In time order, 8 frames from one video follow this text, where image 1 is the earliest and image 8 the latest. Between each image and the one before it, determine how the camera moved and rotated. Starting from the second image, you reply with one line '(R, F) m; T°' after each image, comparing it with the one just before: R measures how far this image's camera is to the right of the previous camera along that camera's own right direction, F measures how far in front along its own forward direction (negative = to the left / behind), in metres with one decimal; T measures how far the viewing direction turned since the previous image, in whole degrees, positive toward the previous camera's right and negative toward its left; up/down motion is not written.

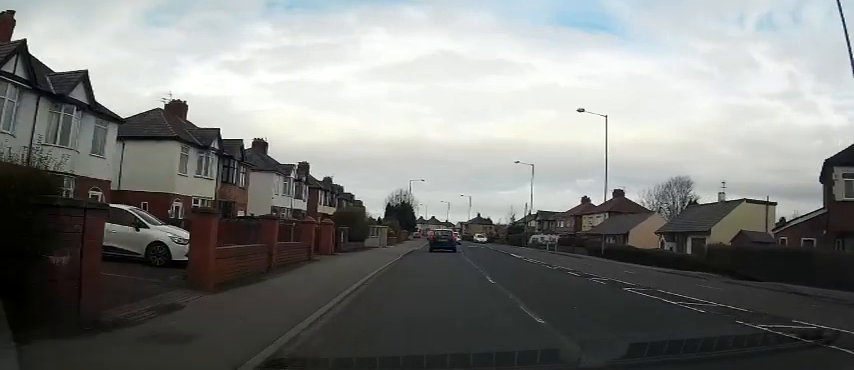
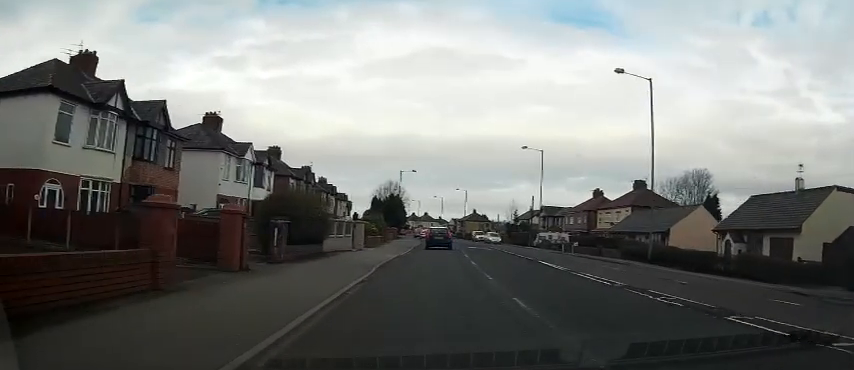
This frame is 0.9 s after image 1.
(+0.2, +10.9) m; 0°
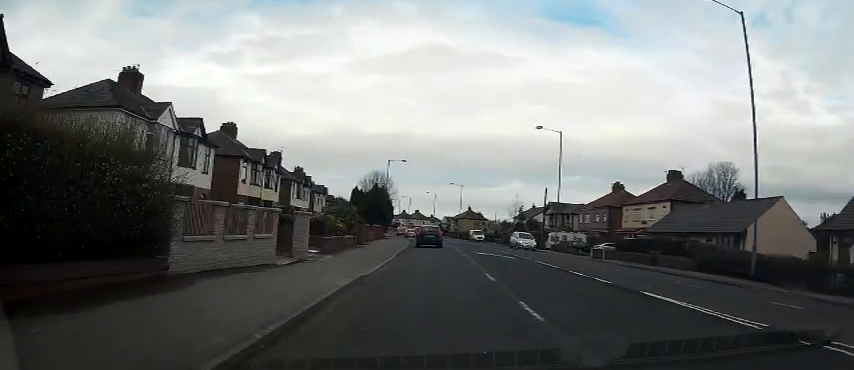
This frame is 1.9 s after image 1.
(-0.2, +12.4) m; 0°
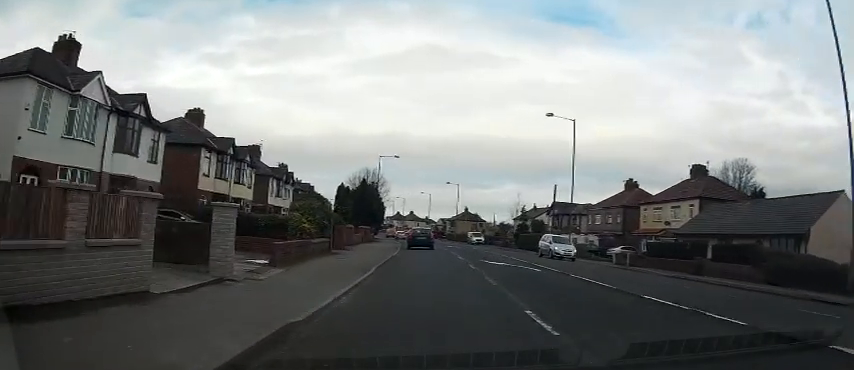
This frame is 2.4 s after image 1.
(+0.2, +6.7) m; +1°
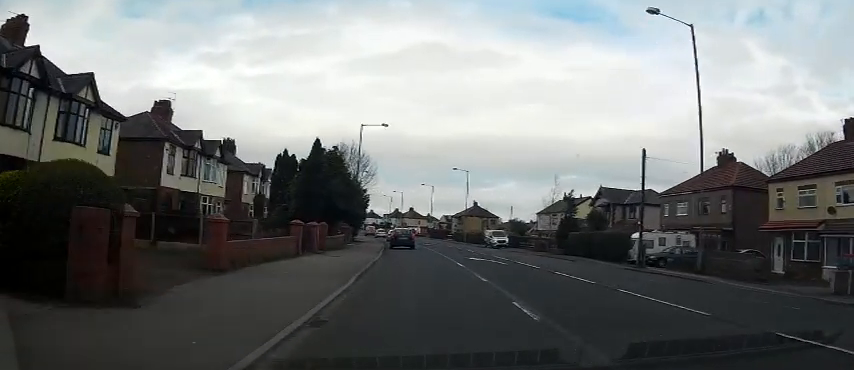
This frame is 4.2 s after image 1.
(+0.1, +22.7) m; -1°
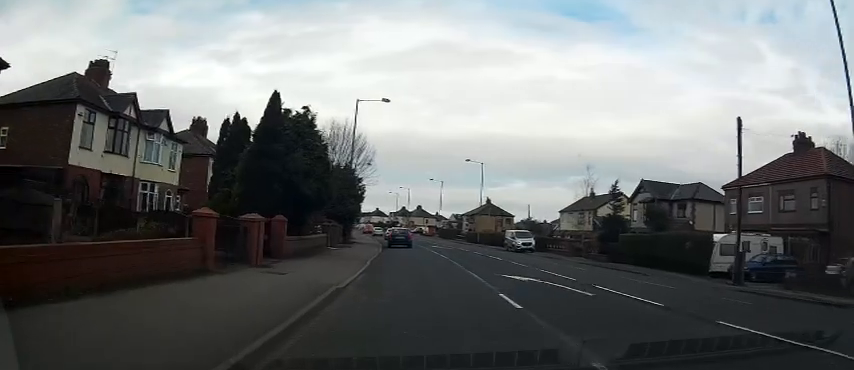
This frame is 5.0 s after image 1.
(-0.1, +9.9) m; -1°
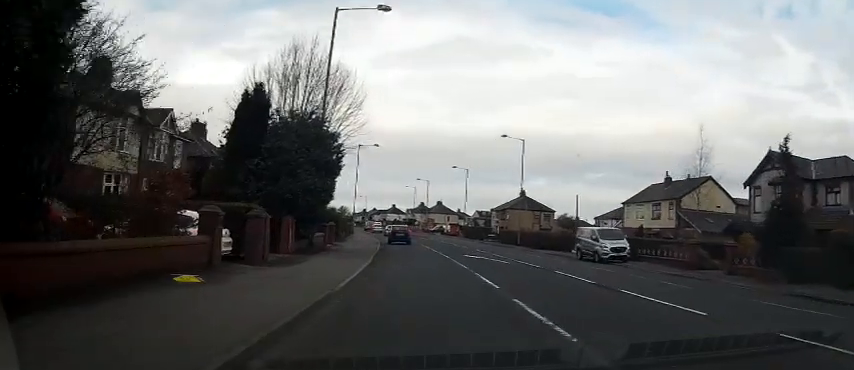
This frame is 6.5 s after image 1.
(+0.1, +18.7) m; 0°
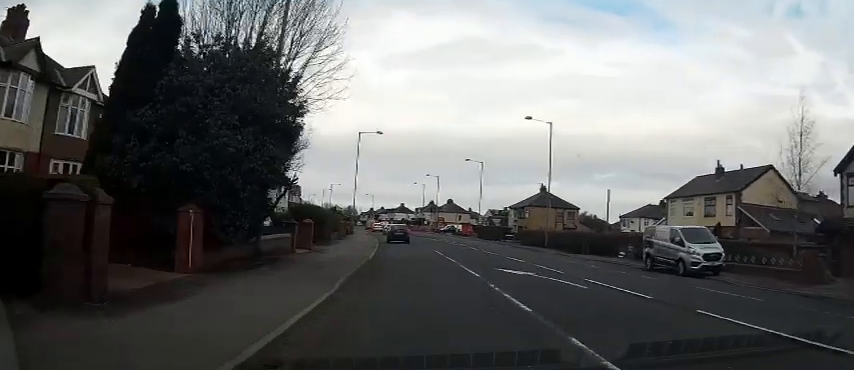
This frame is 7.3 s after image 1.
(-0.3, +9.3) m; -3°
